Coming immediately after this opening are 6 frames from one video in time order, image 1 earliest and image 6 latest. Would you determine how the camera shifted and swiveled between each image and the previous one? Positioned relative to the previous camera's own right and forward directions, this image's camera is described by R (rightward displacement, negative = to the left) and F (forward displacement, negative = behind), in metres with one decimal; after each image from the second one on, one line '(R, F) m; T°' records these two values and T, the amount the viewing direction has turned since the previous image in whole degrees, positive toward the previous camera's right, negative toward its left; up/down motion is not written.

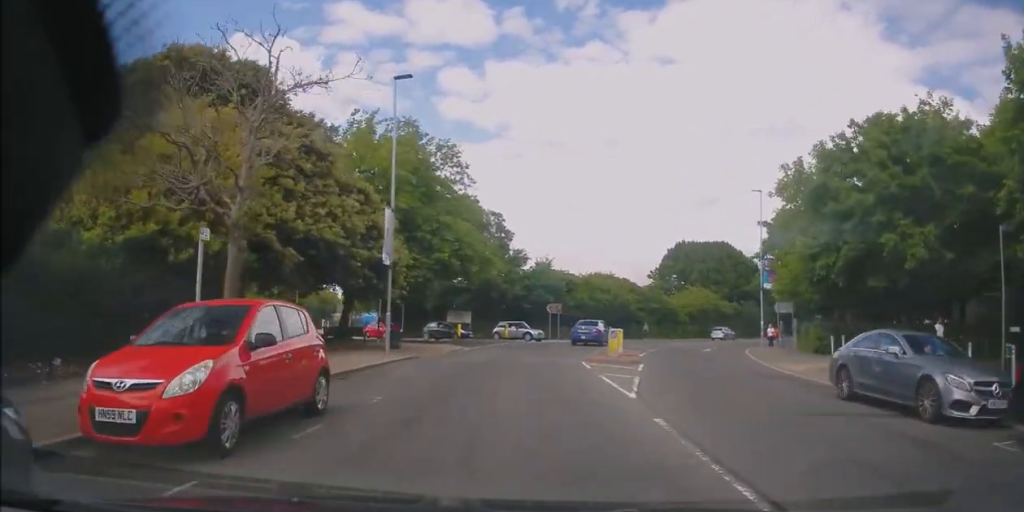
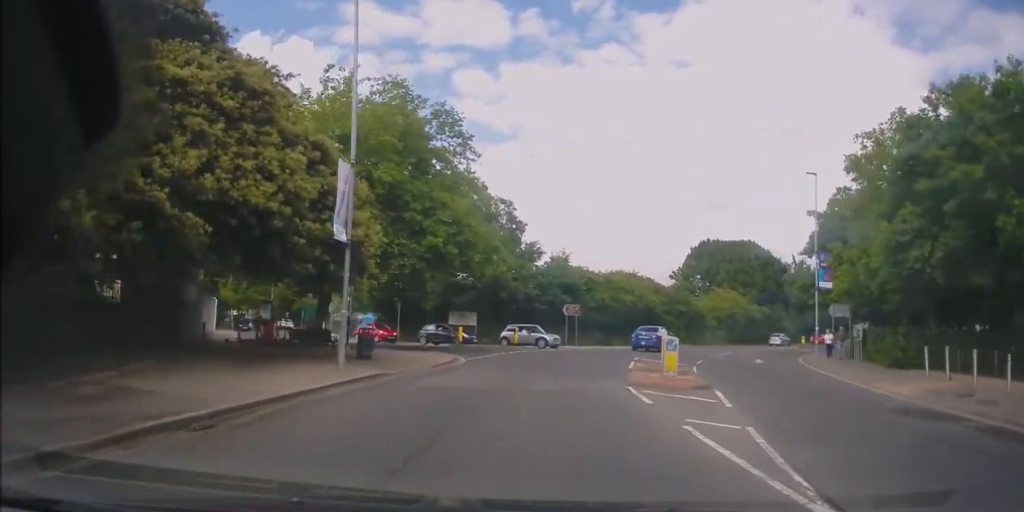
(0.0, +6.4) m; 0°
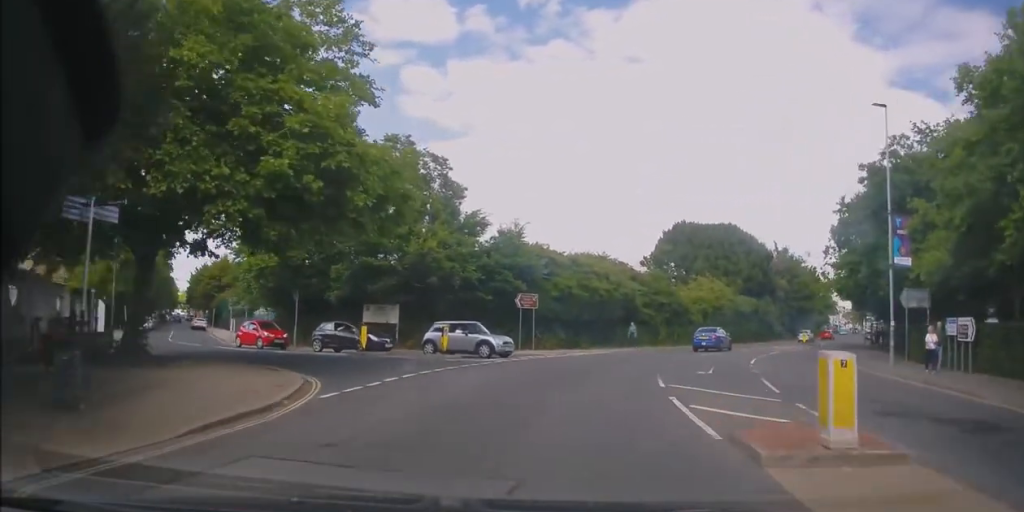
(0.0, +11.8) m; +3°
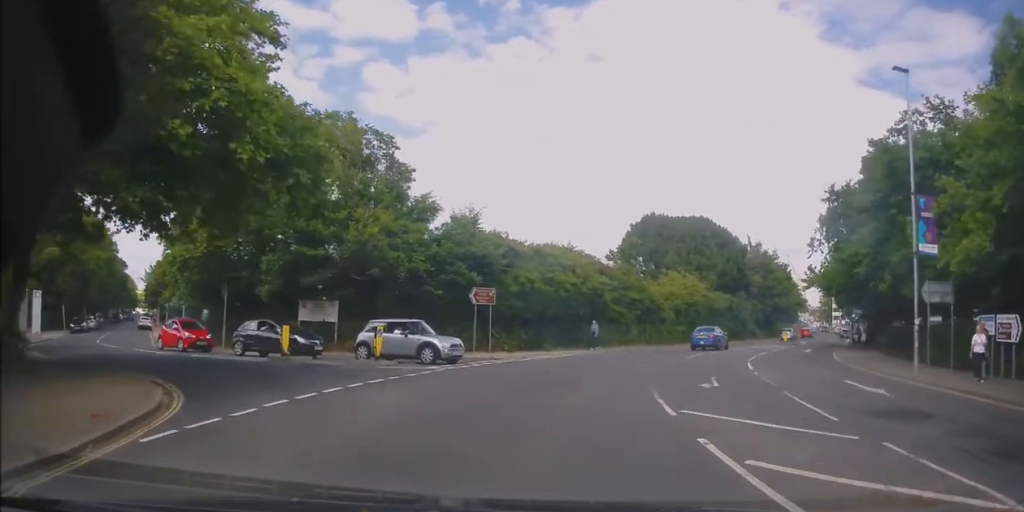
(0.0, +4.1) m; +2°
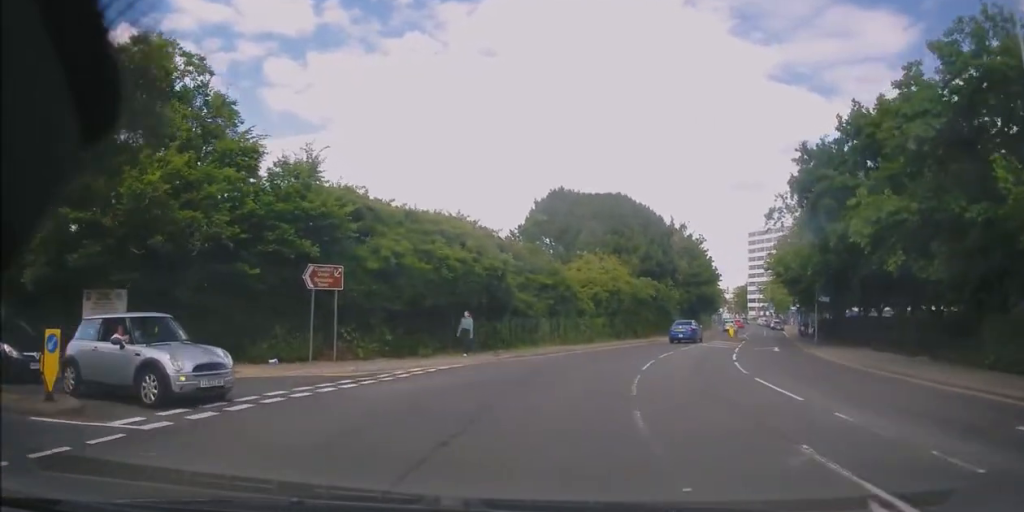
(+0.5, +10.4) m; +6°
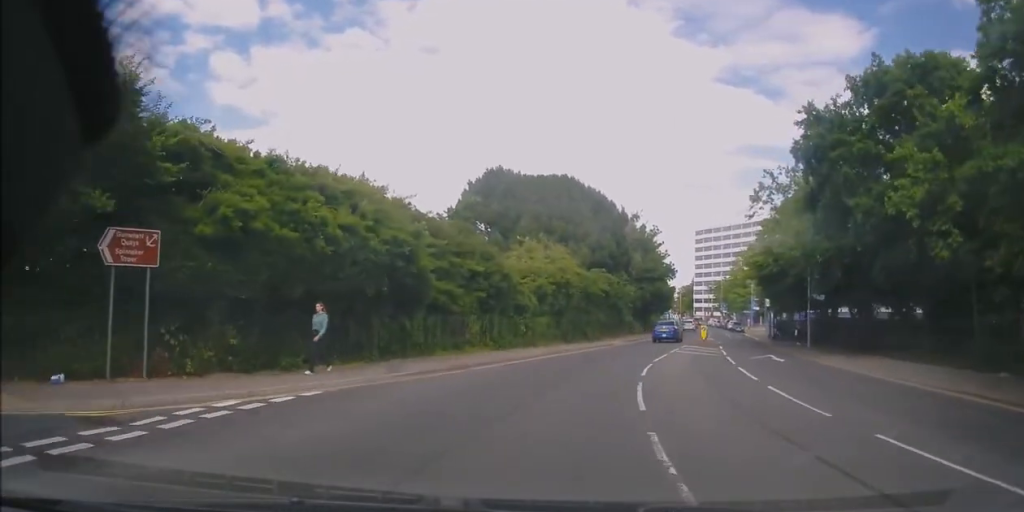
(+0.3, +8.0) m; +6°
